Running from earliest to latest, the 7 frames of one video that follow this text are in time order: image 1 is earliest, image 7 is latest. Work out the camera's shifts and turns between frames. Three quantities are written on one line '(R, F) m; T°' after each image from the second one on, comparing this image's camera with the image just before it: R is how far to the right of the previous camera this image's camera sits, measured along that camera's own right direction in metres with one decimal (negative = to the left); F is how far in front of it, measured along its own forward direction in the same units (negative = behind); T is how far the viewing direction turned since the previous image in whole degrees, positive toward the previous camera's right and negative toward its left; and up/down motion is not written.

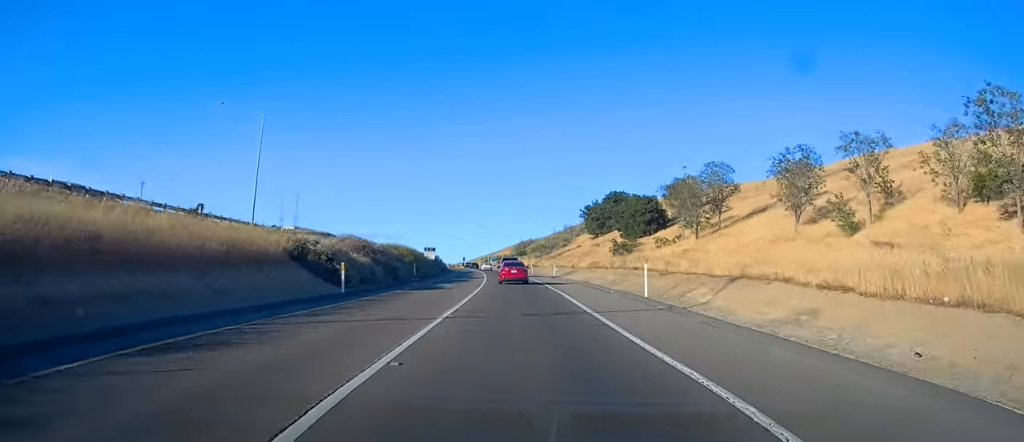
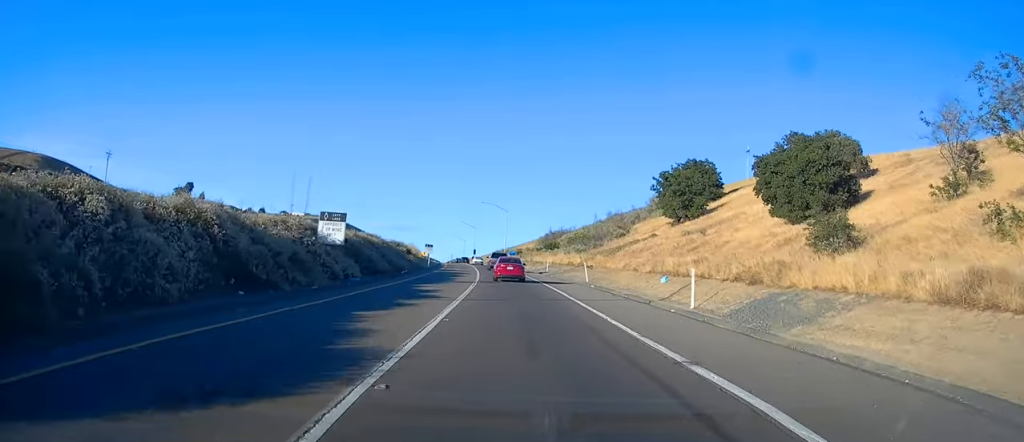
(-0.3, +50.5) m; -2°
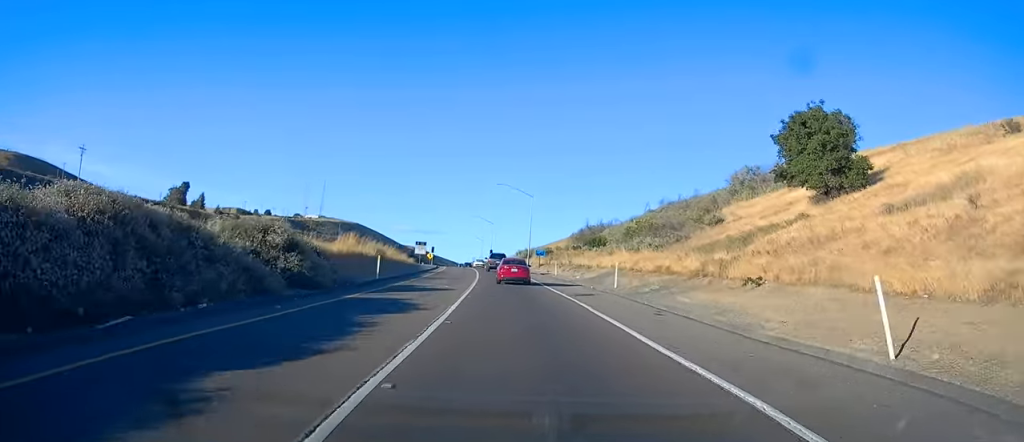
(-0.6, +34.4) m; -2°
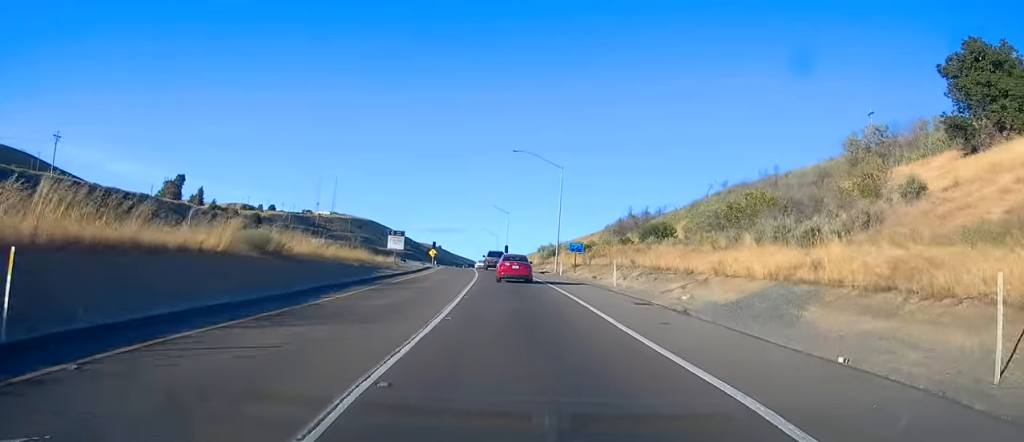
(-0.6, +27.6) m; -1°
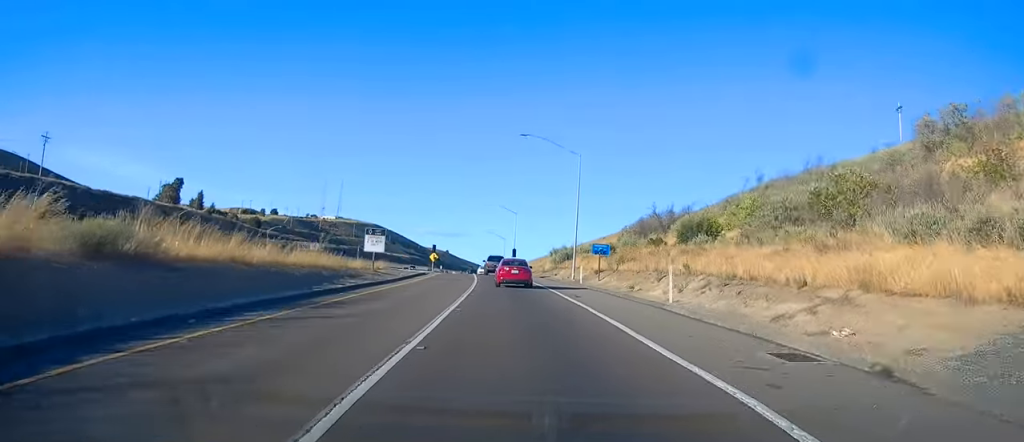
(+0.1, +11.1) m; 0°
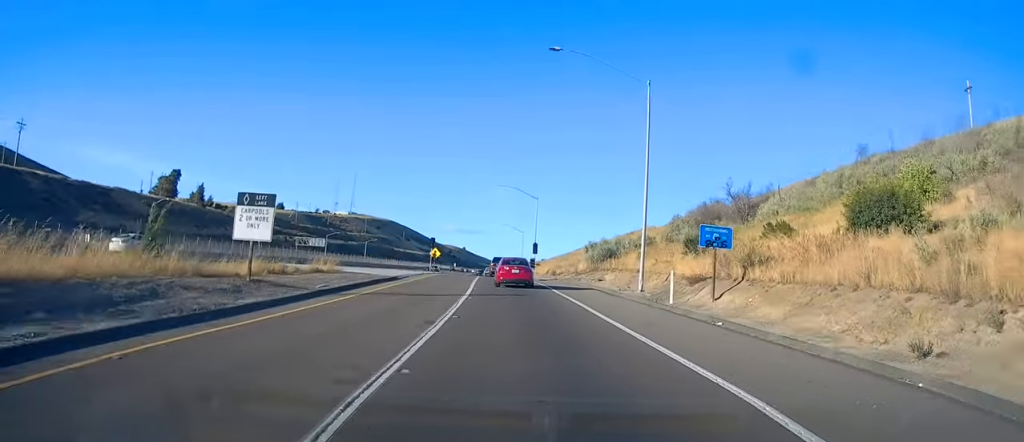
(-0.3, +23.1) m; -1°
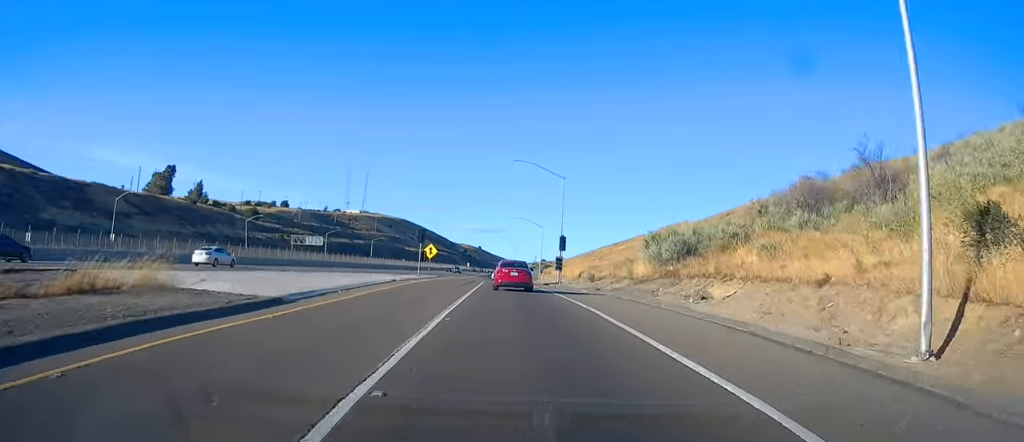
(-0.1, +22.3) m; -2°
